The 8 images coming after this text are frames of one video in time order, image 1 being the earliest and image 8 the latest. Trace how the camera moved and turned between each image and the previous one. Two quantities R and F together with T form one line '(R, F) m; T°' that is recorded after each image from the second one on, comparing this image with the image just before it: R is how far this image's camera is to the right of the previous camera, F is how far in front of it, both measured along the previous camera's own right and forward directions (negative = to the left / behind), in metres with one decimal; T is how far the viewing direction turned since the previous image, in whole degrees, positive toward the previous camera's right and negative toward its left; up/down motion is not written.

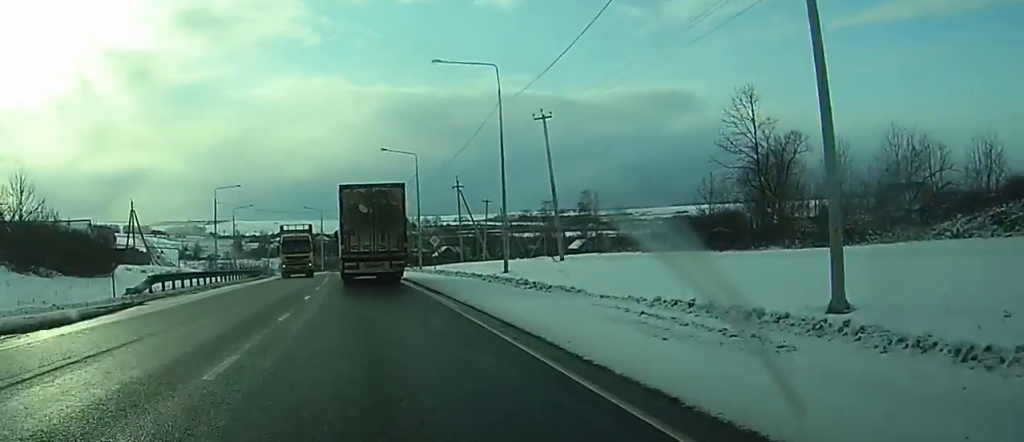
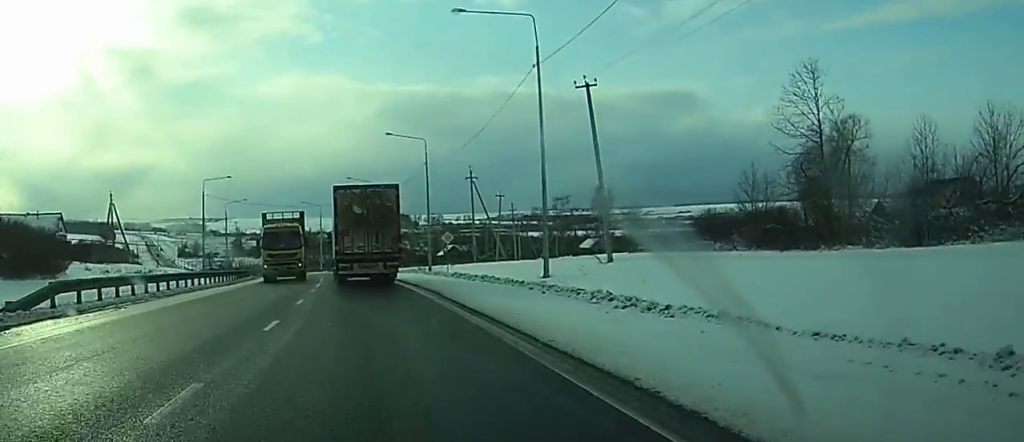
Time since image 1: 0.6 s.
(0.0, +10.2) m; 0°
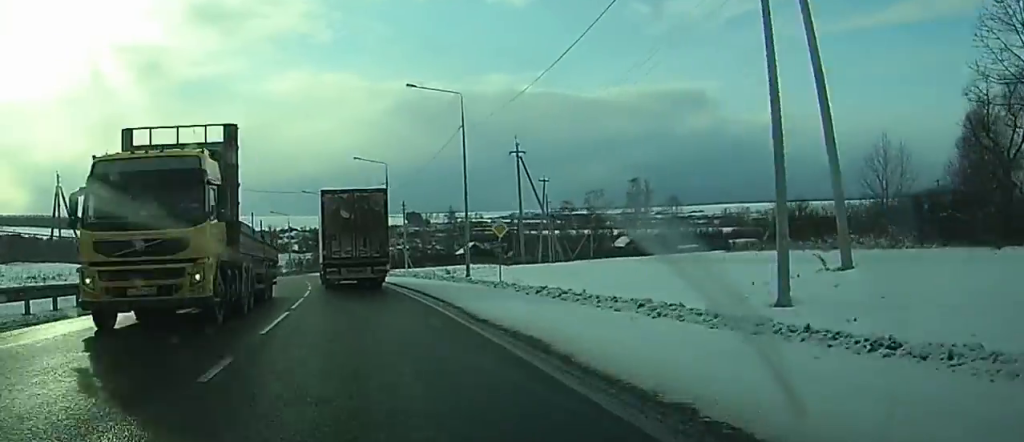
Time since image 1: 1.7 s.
(-0.2, +21.0) m; -1°
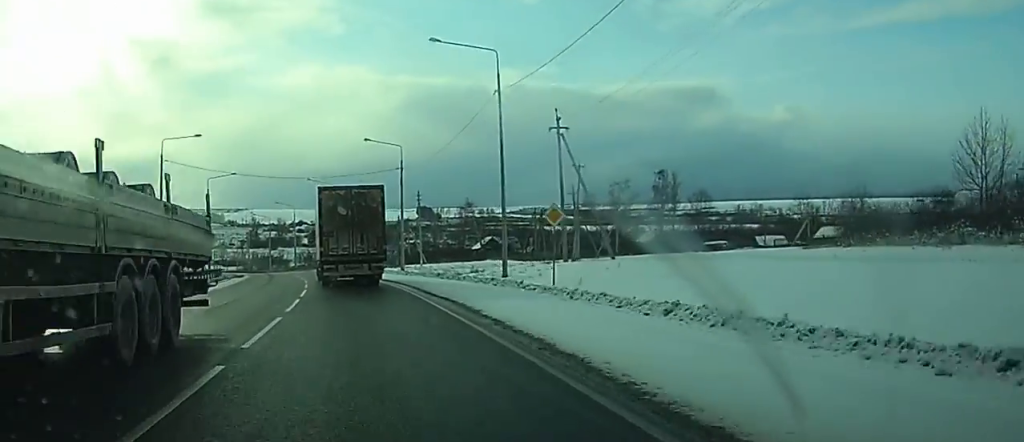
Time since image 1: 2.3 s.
(0.0, +10.3) m; 0°
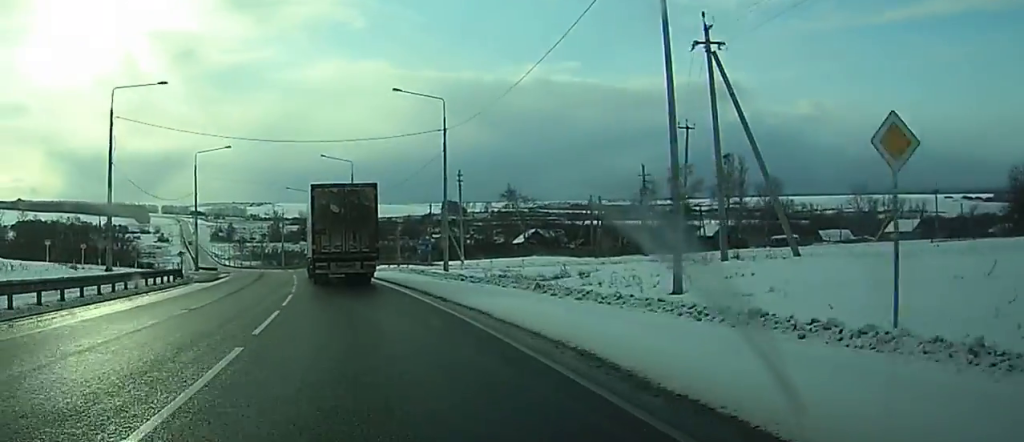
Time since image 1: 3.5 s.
(-0.2, +21.5) m; -1°
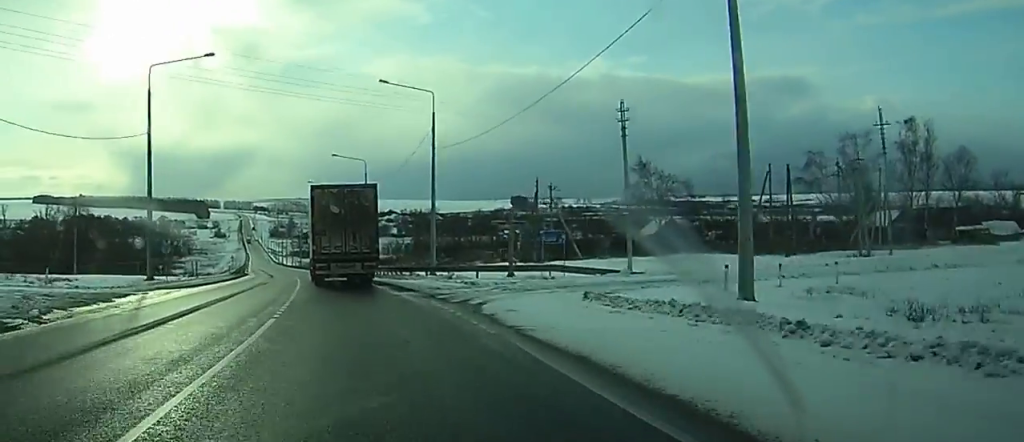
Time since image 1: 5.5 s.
(-0.9, +38.2) m; -4°
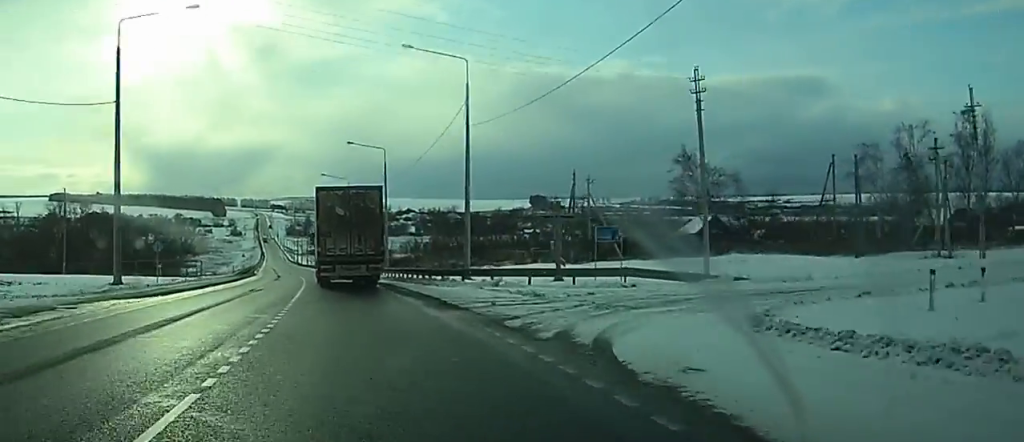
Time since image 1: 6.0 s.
(-0.1, +9.0) m; -1°
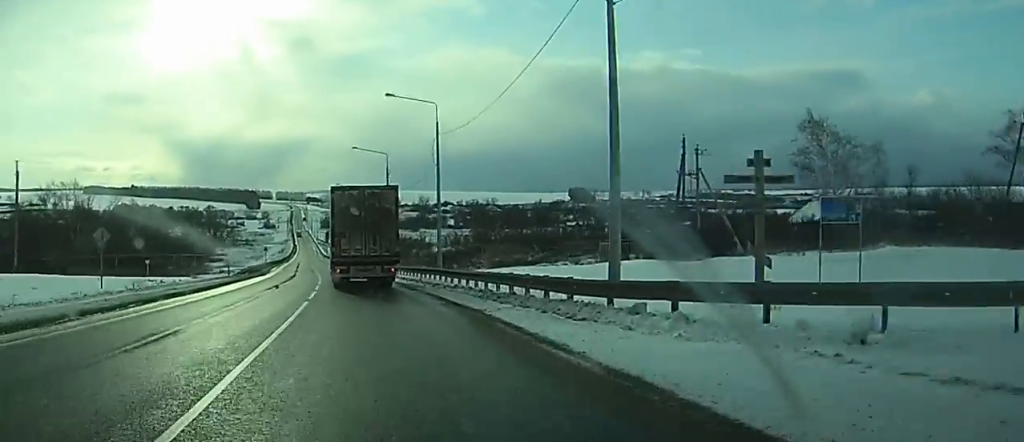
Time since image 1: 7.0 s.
(-0.4, +20.8) m; -2°
